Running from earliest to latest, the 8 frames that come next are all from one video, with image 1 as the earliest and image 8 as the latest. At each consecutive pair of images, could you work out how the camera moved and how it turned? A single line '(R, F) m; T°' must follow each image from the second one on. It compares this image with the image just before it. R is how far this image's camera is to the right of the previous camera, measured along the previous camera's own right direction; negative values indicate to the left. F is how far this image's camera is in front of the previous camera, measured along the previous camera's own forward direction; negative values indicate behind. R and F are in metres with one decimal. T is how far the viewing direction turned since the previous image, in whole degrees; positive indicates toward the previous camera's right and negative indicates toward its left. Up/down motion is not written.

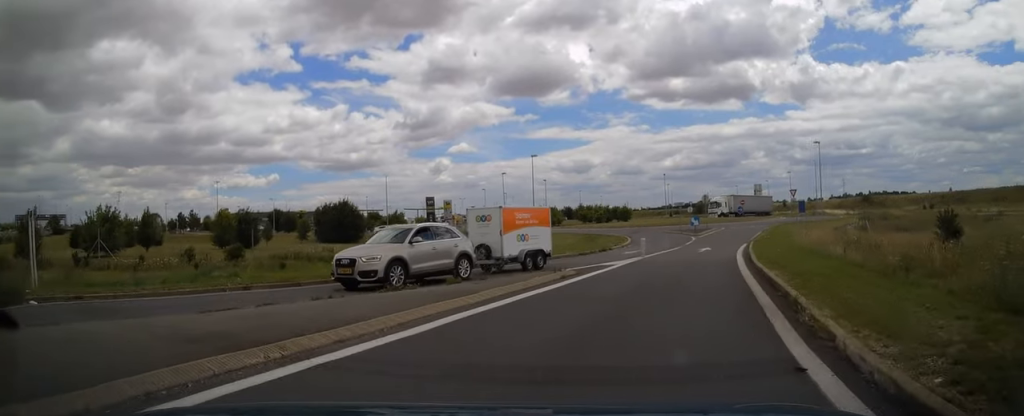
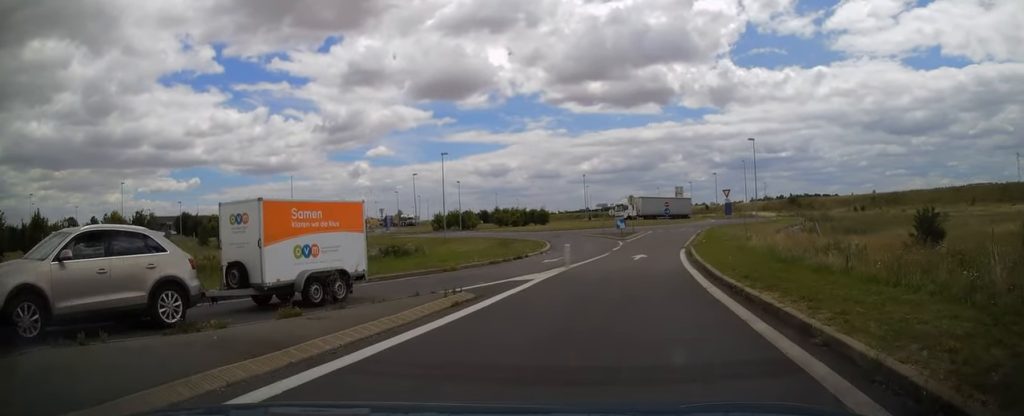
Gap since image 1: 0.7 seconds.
(+0.4, +4.9) m; +8°
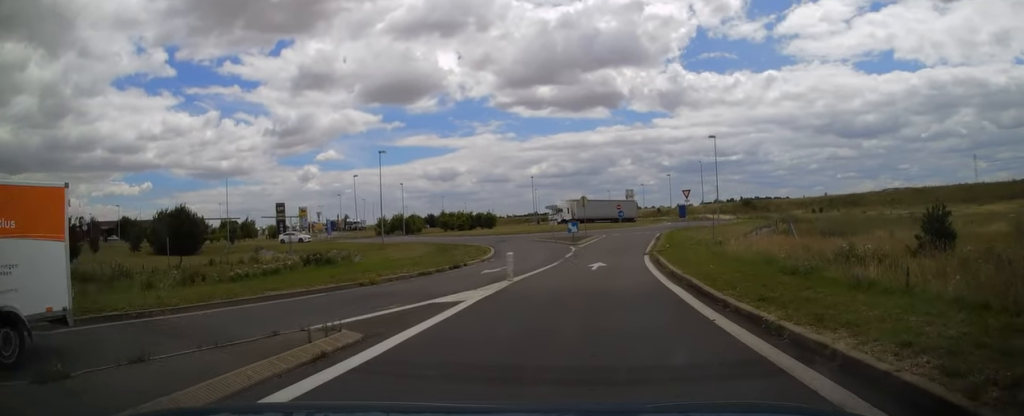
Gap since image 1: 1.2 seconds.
(+0.4, +4.2) m; +4°
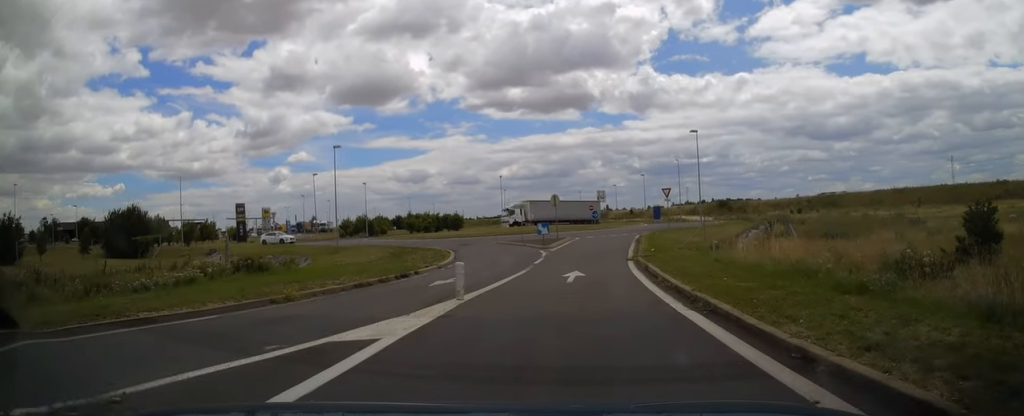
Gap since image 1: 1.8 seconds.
(+0.1, +4.2) m; +2°
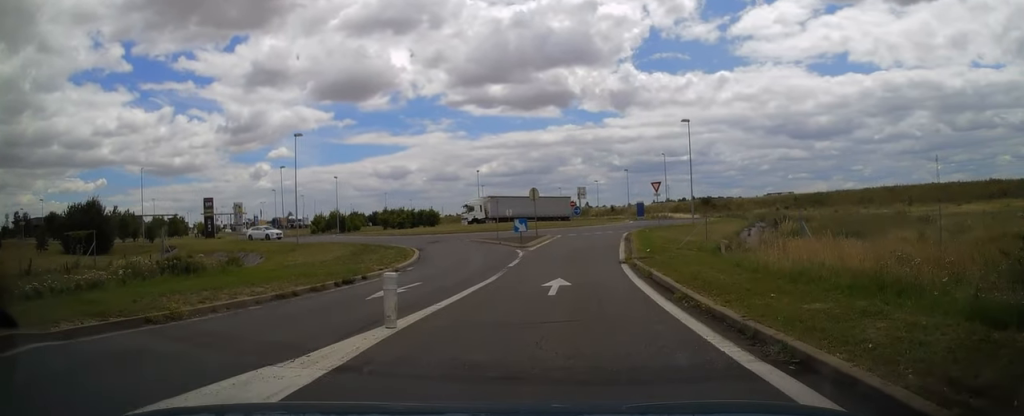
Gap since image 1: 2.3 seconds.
(0.0, +4.0) m; +1°
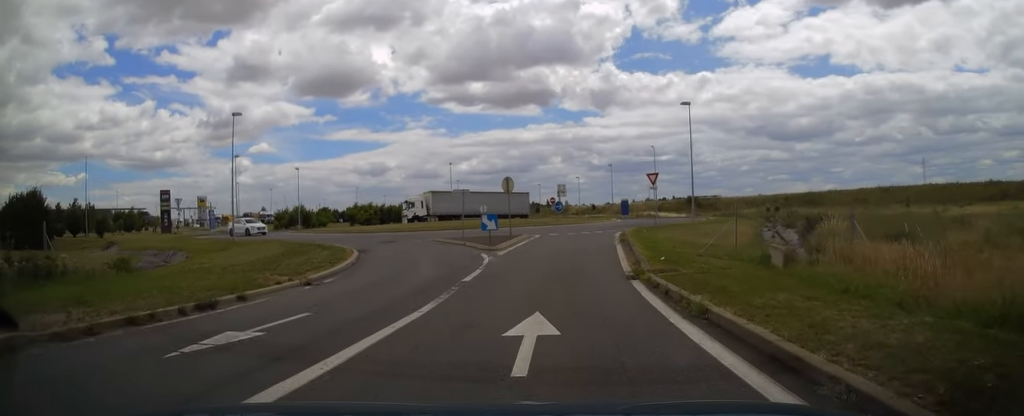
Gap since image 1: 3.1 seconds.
(+0.2, +6.6) m; +2°
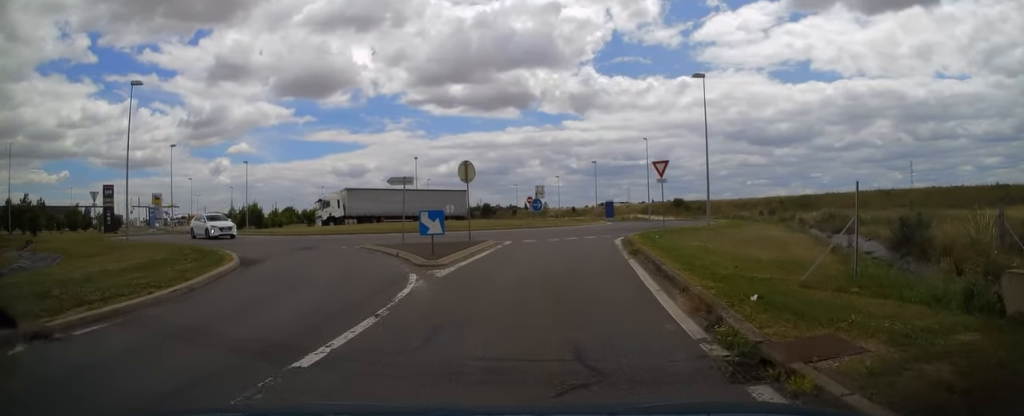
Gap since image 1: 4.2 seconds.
(+0.2, +8.9) m; +2°
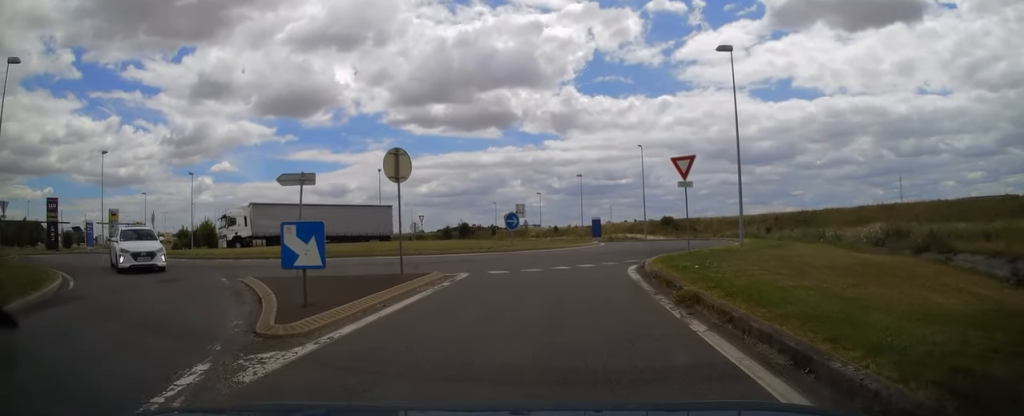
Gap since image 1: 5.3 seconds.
(+0.1, +8.3) m; 0°
